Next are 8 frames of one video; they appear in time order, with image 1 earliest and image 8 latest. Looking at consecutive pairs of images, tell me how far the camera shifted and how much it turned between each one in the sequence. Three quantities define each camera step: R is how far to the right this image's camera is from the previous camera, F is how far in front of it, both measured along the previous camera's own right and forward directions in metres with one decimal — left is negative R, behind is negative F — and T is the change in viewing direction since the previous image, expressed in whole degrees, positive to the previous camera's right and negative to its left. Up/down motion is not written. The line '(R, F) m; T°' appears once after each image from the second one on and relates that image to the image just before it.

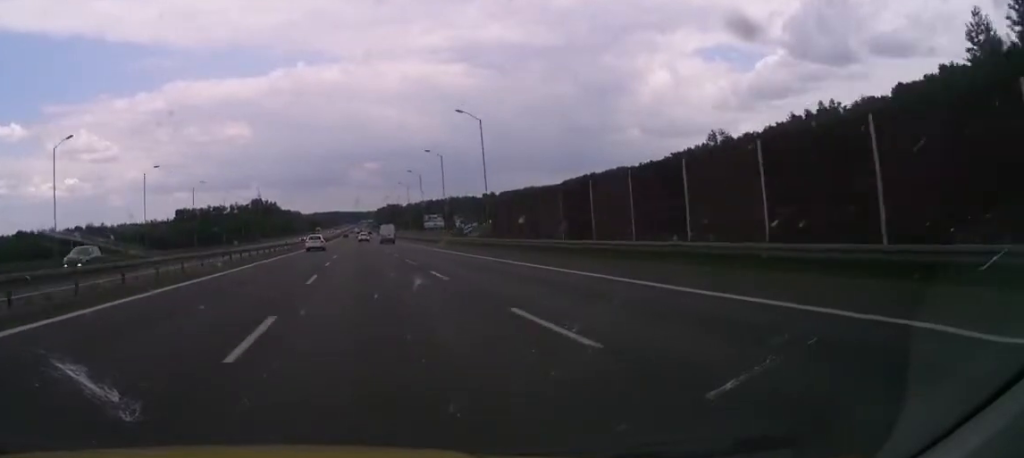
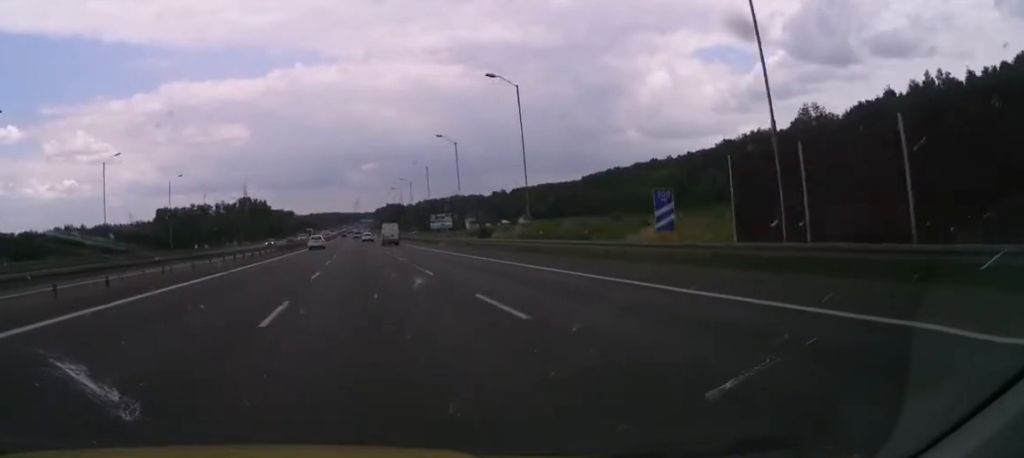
(+0.7, +46.2) m; +1°
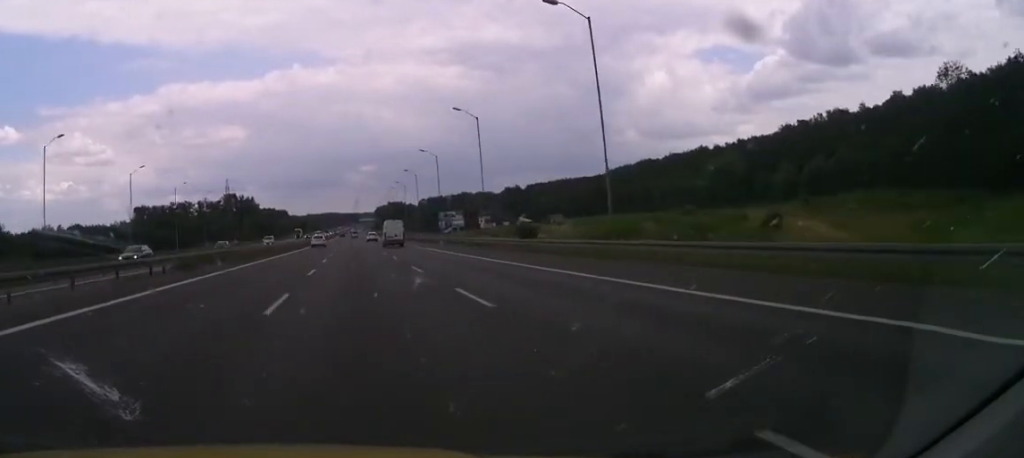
(-0.4, +46.9) m; -1°
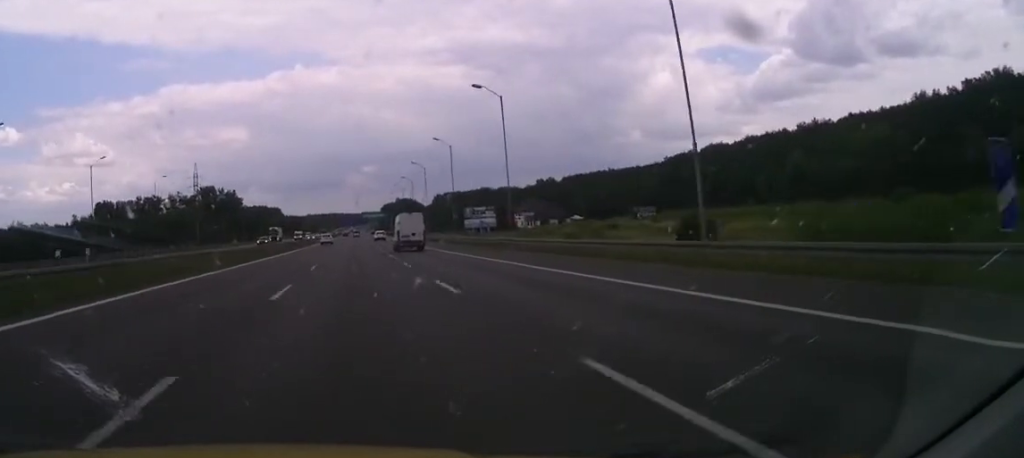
(+0.8, +69.1) m; +1°
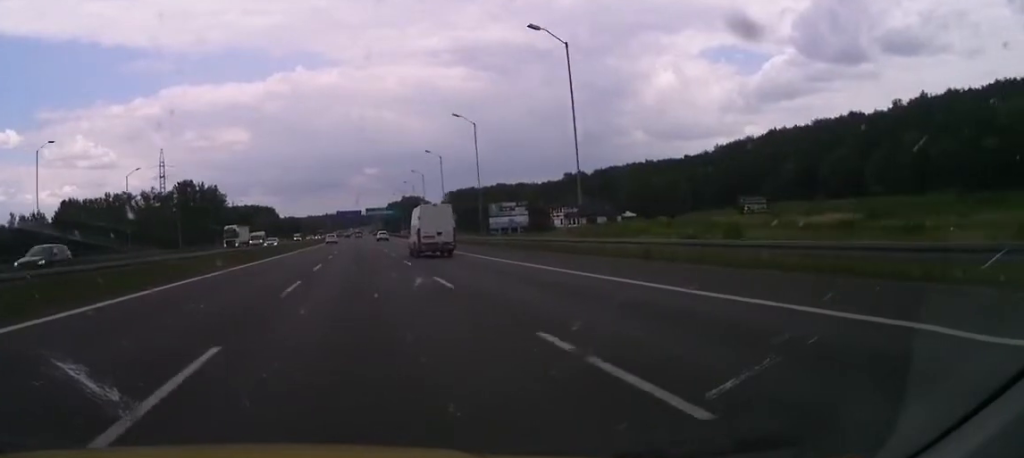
(0.0, +46.0) m; -1°
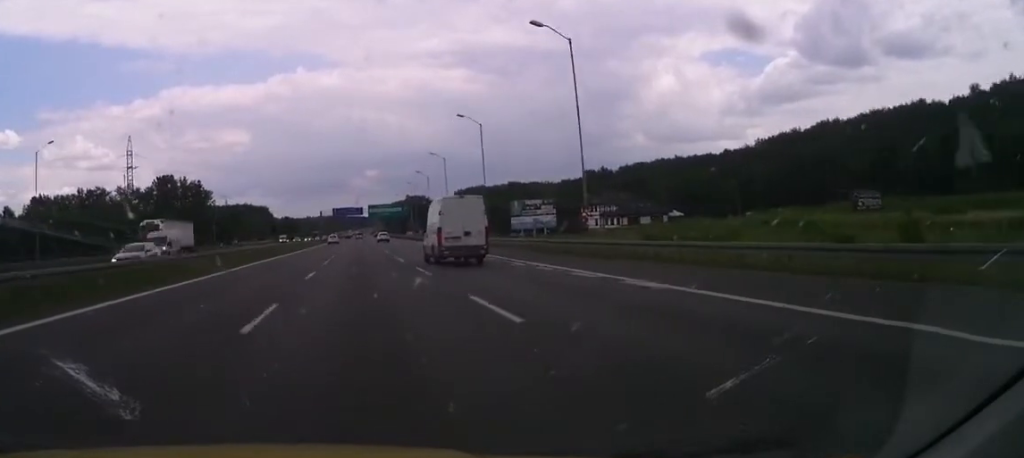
(-0.5, +30.6) m; 0°
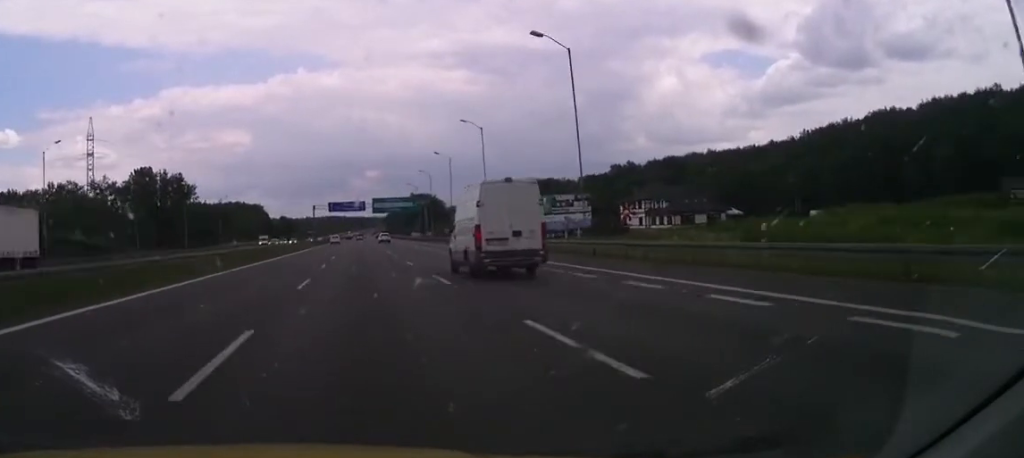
(0.0, +28.0) m; 0°
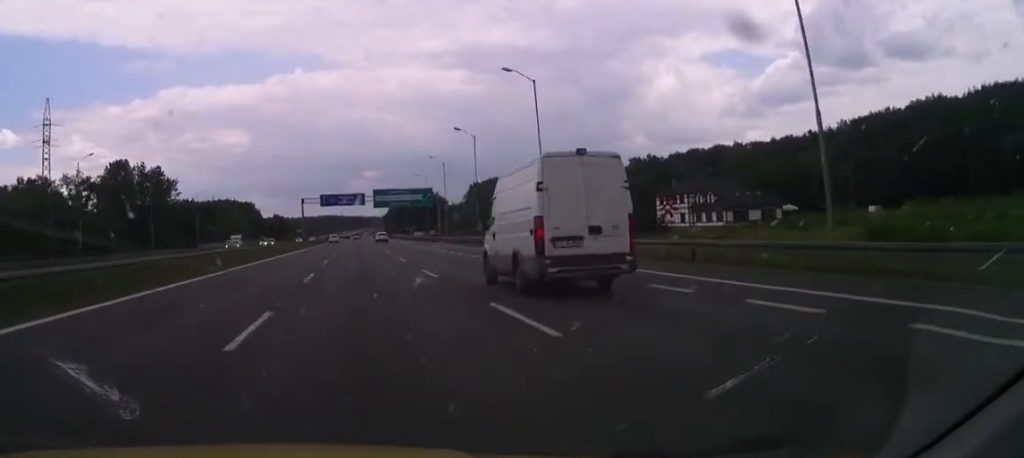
(0.0, +21.6) m; 0°
